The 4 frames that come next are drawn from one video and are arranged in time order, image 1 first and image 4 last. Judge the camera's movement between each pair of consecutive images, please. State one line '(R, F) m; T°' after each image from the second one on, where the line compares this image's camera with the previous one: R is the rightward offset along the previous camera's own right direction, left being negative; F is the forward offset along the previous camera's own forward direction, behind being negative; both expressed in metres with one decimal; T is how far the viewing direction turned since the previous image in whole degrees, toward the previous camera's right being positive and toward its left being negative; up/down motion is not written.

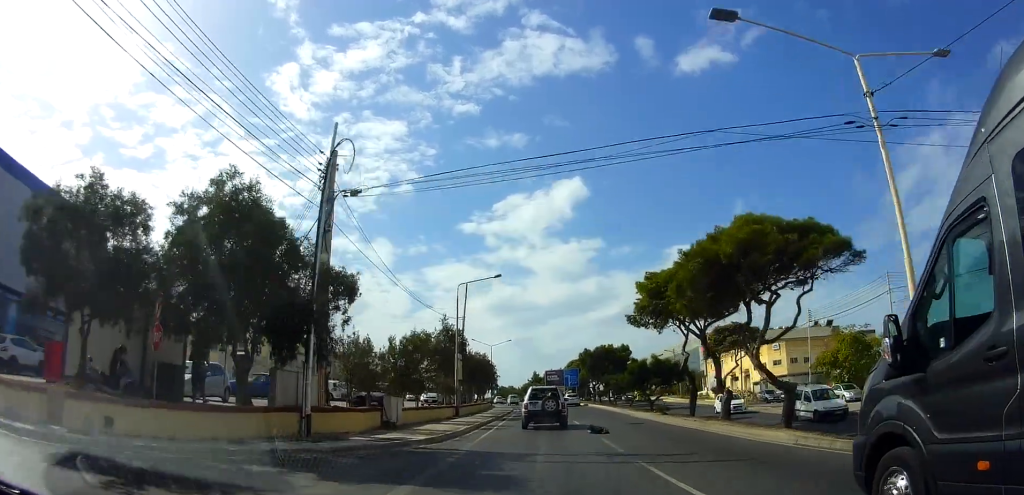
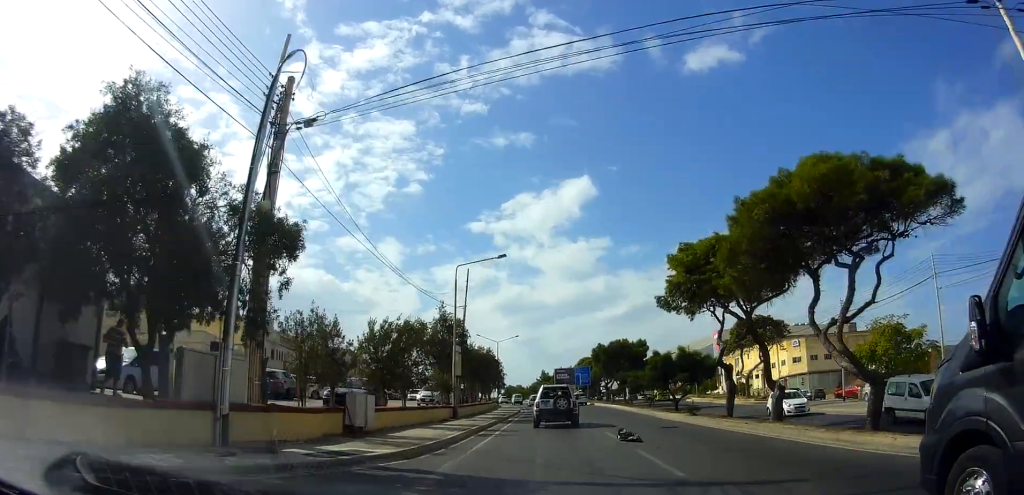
(+0.1, +4.3) m; 0°
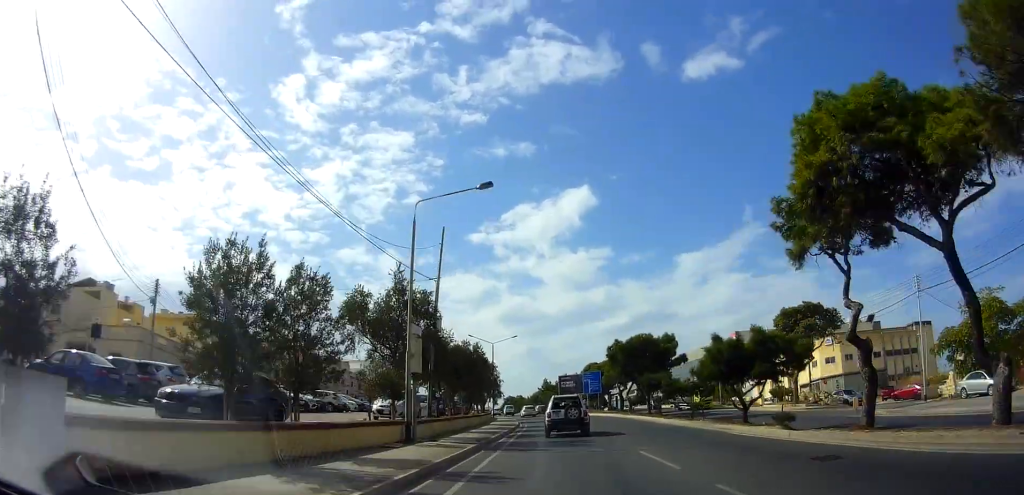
(+0.5, +10.6) m; 0°
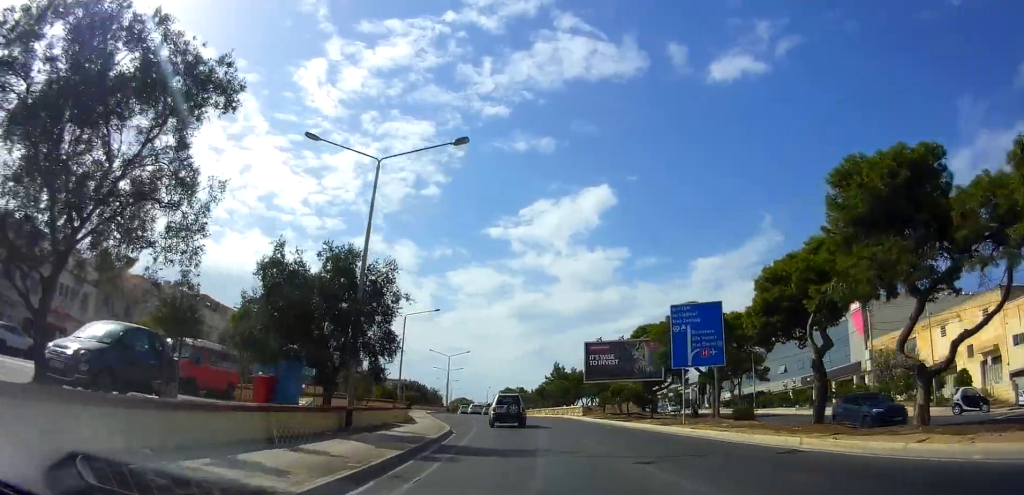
(-0.1, +45.1) m; -2°
